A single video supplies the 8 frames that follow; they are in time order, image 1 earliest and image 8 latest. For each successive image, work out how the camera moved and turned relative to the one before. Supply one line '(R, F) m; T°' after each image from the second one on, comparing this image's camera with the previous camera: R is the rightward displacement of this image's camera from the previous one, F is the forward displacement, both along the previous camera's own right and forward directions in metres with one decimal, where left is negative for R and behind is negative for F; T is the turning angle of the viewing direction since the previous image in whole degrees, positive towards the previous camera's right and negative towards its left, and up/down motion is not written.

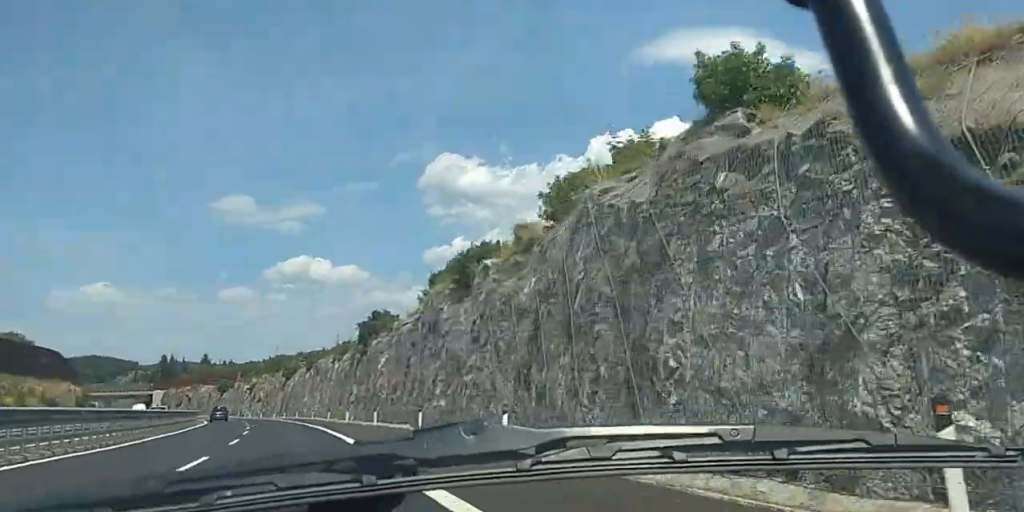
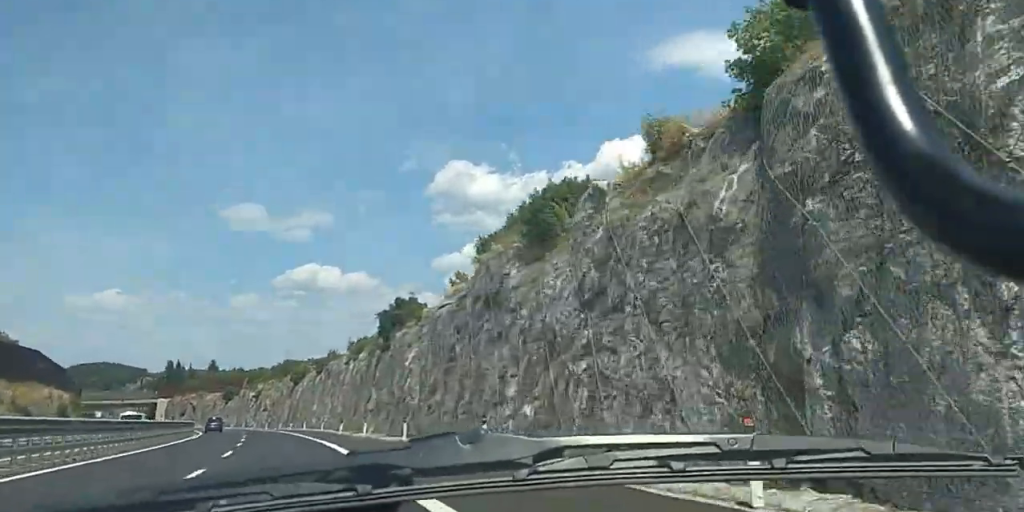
(0.0, +12.8) m; 0°
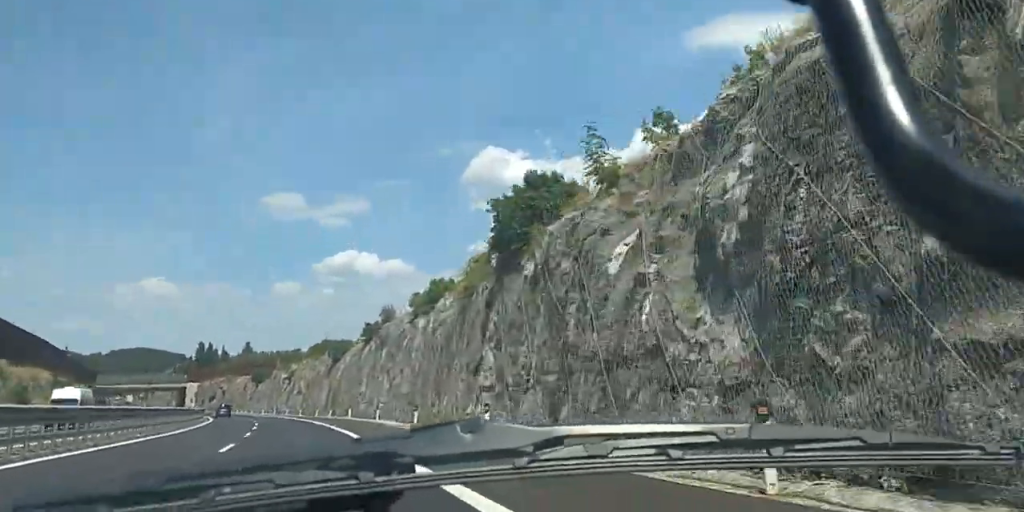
(0.0, +30.4) m; 0°
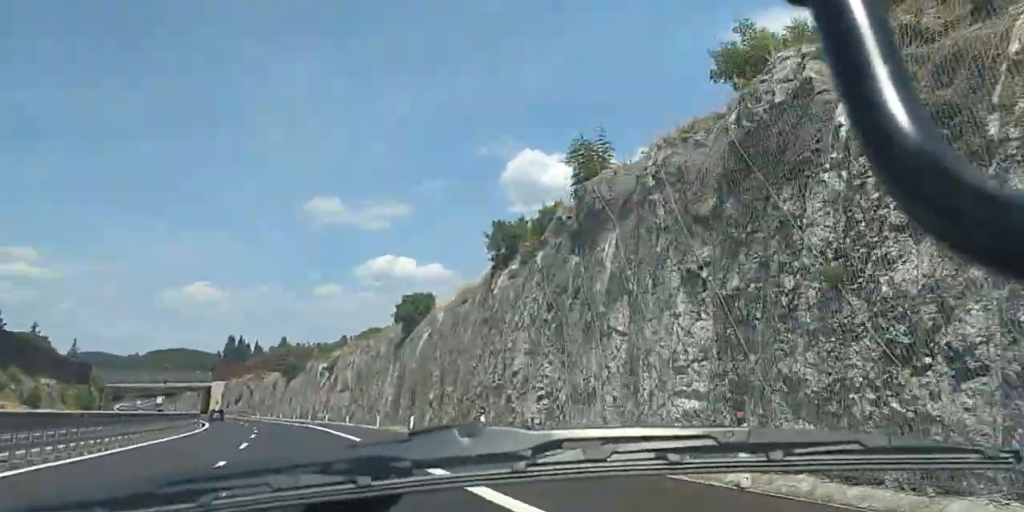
(0.0, +43.0) m; 0°
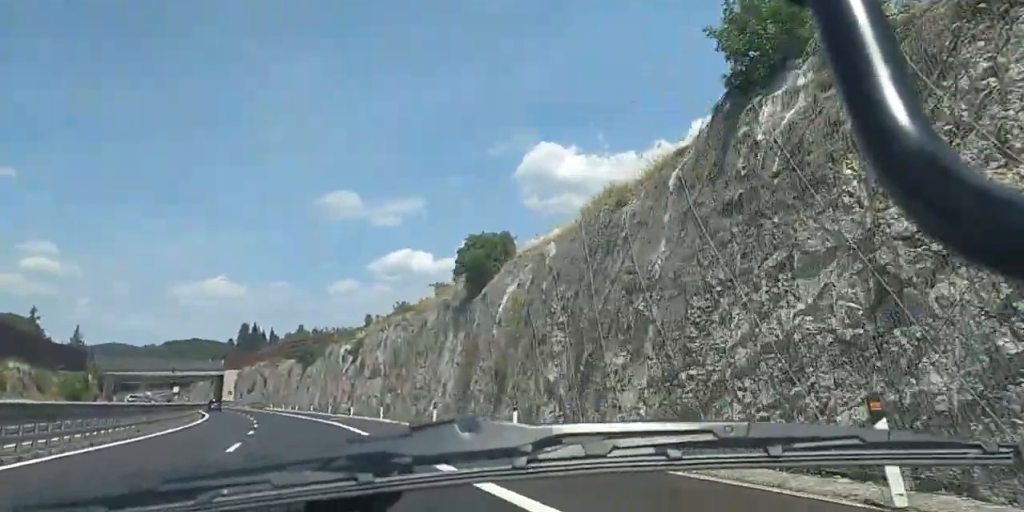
(0.0, +18.6) m; 0°
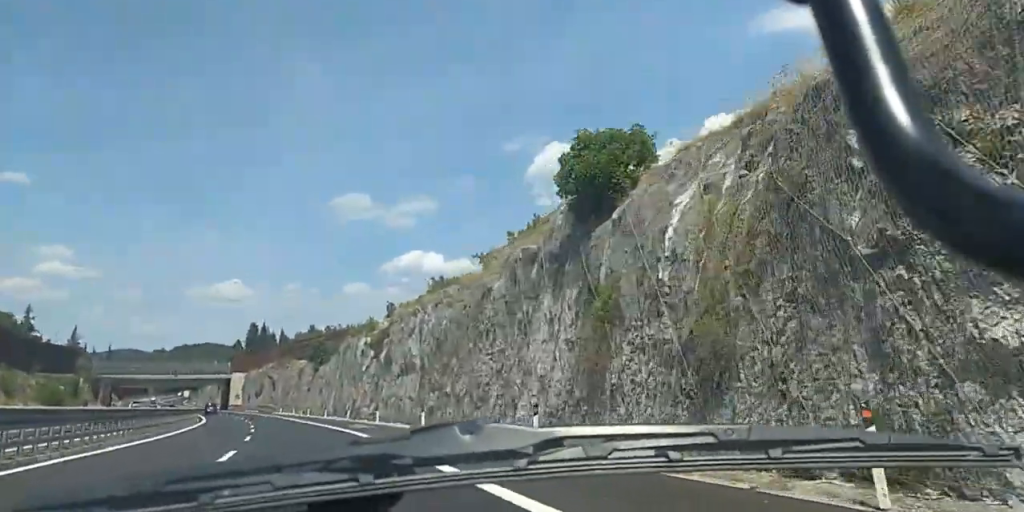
(0.0, +14.6) m; 0°
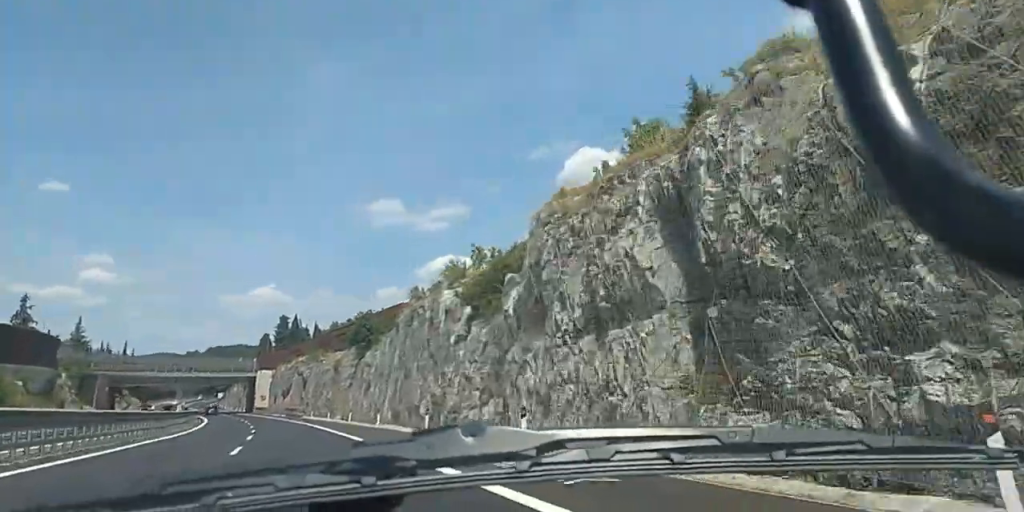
(0.0, +31.2) m; 0°
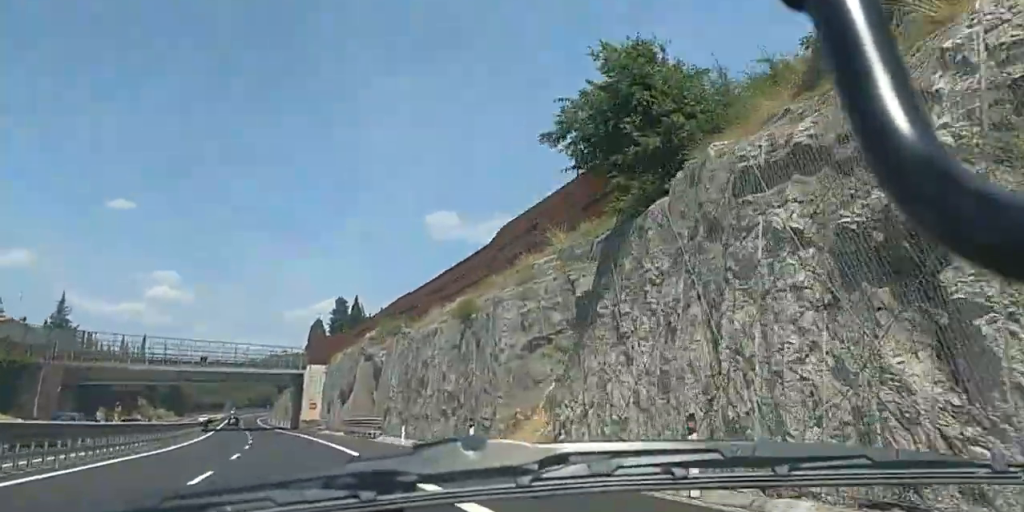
(0.0, +53.4) m; 0°
